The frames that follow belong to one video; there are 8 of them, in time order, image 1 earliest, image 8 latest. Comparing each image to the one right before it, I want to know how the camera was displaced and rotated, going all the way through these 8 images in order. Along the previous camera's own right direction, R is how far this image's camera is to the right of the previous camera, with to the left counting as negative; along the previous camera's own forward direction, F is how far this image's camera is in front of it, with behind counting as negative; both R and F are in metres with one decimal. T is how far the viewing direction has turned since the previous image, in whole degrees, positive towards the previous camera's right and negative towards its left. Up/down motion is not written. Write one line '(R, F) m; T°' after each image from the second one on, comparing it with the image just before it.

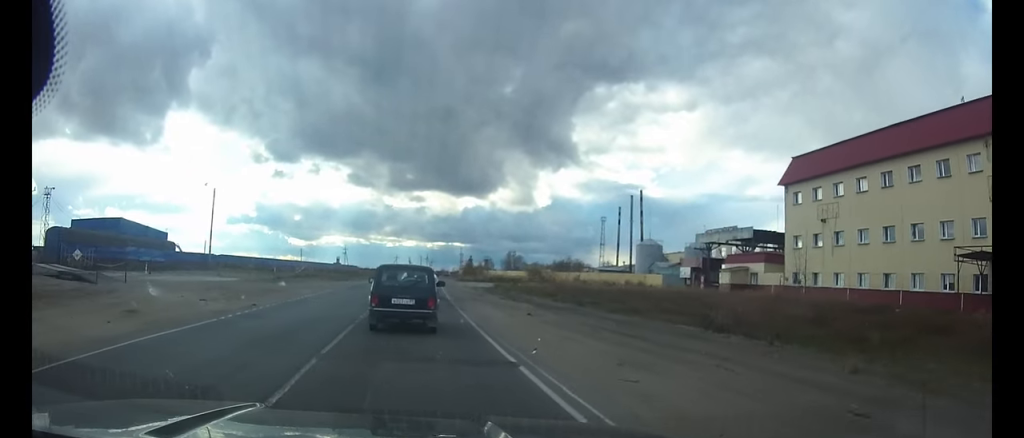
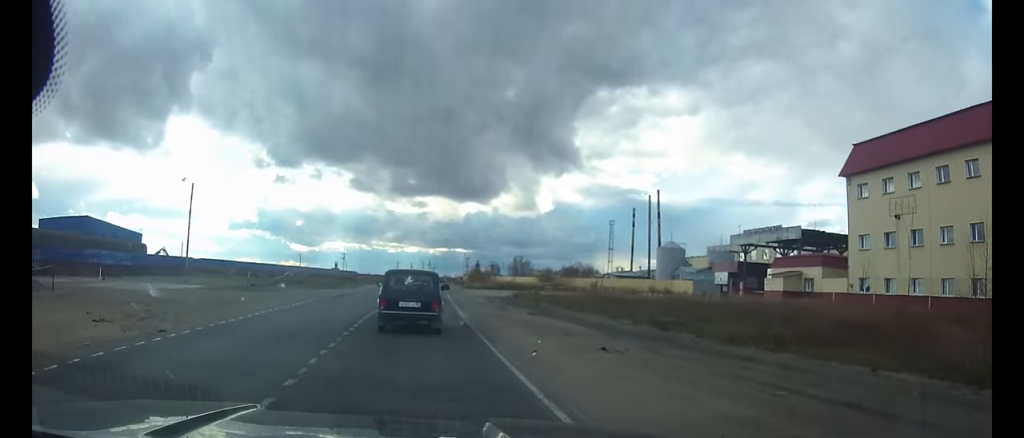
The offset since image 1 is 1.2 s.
(0.0, +8.3) m; 0°
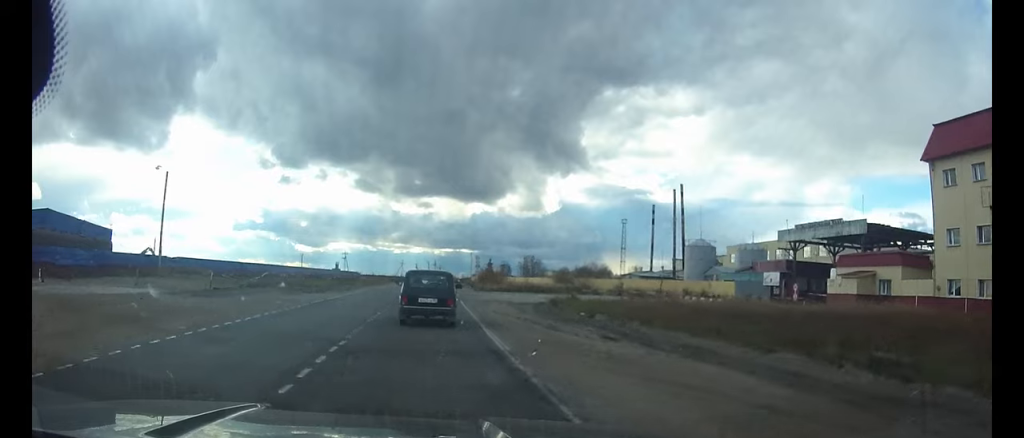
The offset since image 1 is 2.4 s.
(0.0, +8.4) m; 0°
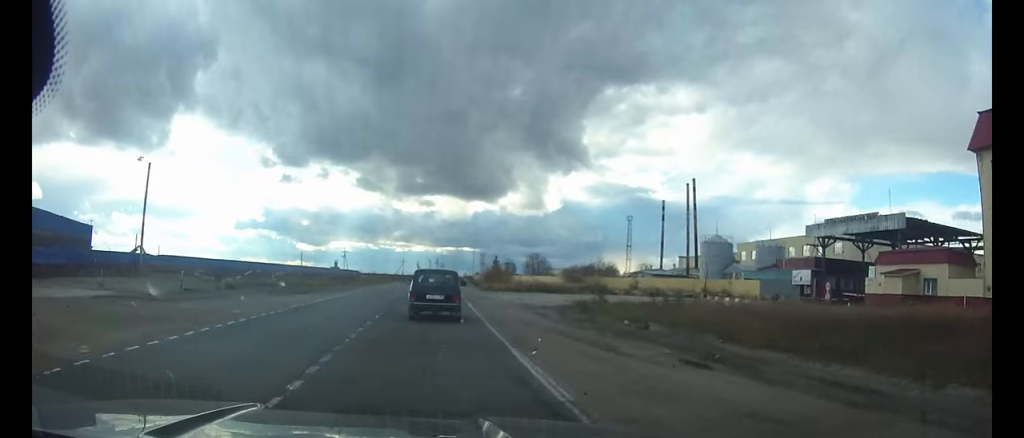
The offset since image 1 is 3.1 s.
(0.0, +4.5) m; 0°
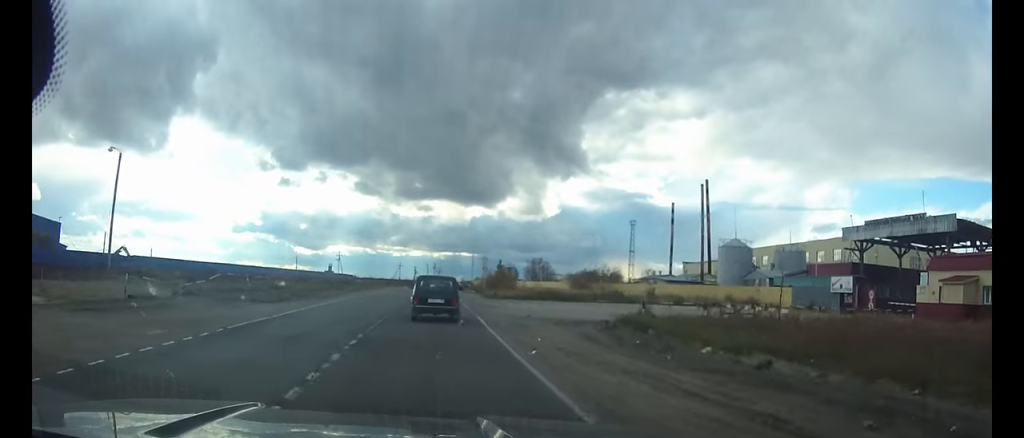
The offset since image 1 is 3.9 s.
(0.0, +5.9) m; 0°
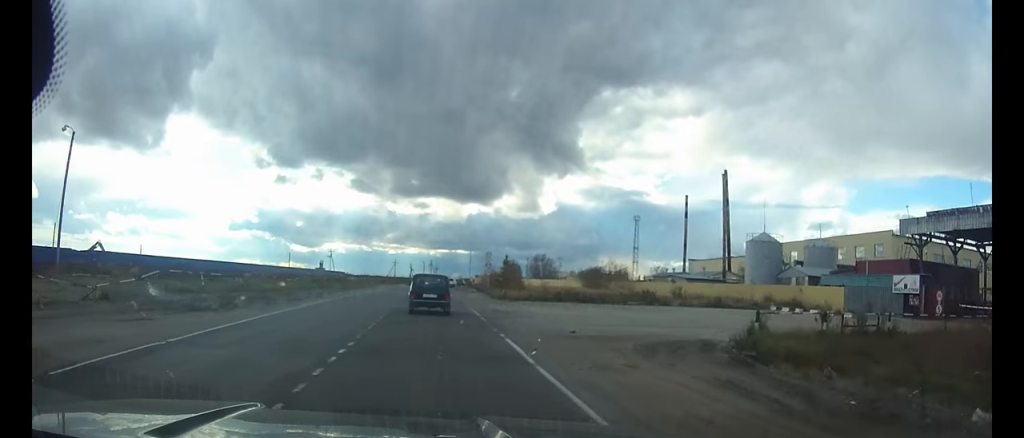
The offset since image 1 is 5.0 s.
(0.0, +8.2) m; 0°
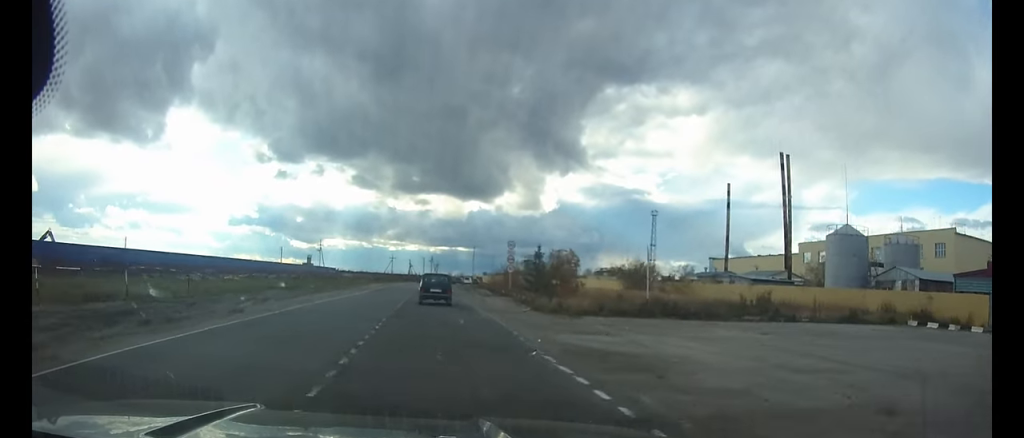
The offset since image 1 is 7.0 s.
(0.0, +16.3) m; 0°
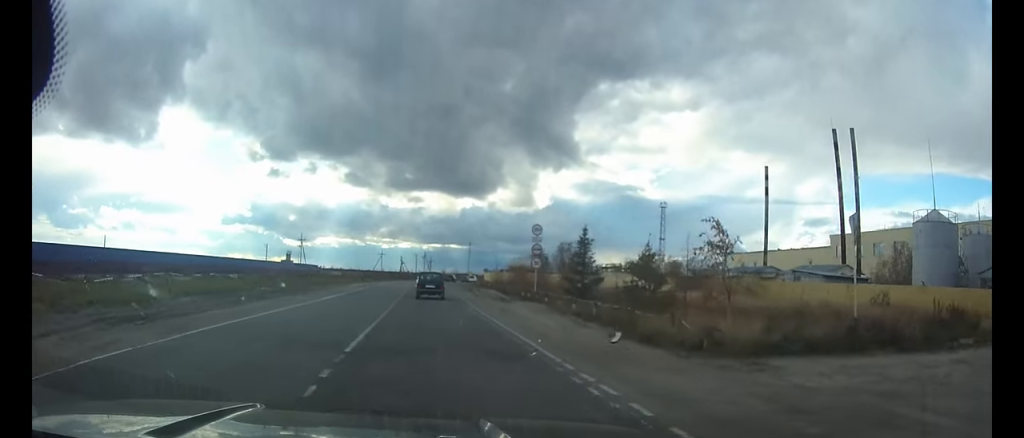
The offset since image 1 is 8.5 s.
(+0.1, +14.3) m; 0°
